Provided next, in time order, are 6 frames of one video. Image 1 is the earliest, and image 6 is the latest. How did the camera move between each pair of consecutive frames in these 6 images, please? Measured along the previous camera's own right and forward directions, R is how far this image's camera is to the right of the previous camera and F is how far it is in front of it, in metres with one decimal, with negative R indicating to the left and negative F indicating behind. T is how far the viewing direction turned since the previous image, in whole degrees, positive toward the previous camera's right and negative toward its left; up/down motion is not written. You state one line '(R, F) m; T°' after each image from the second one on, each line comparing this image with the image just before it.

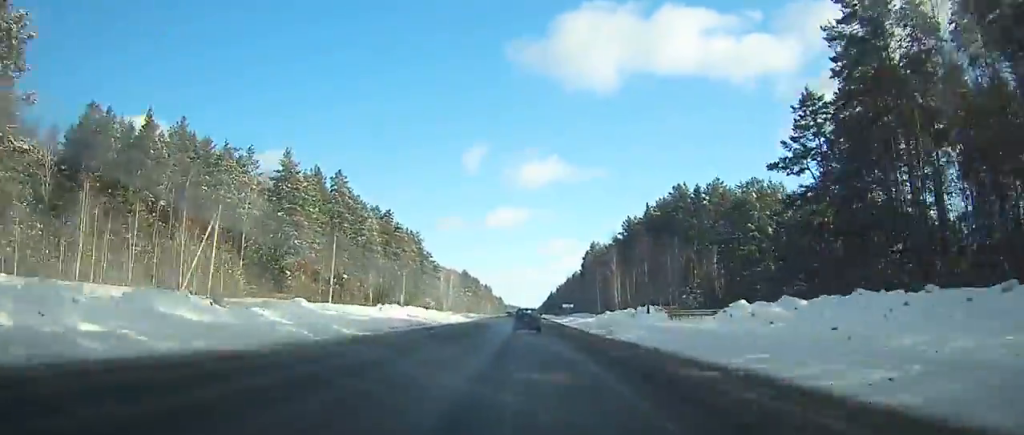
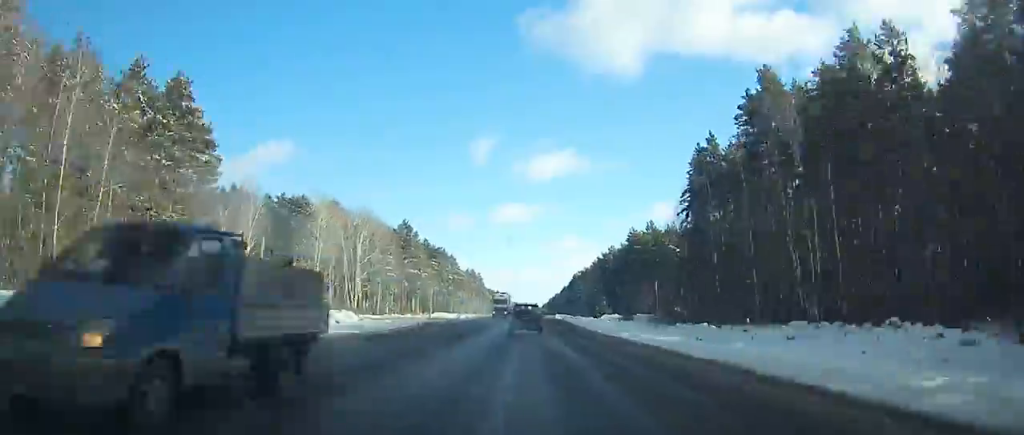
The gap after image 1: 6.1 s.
(-0.3, +163.2) m; 0°
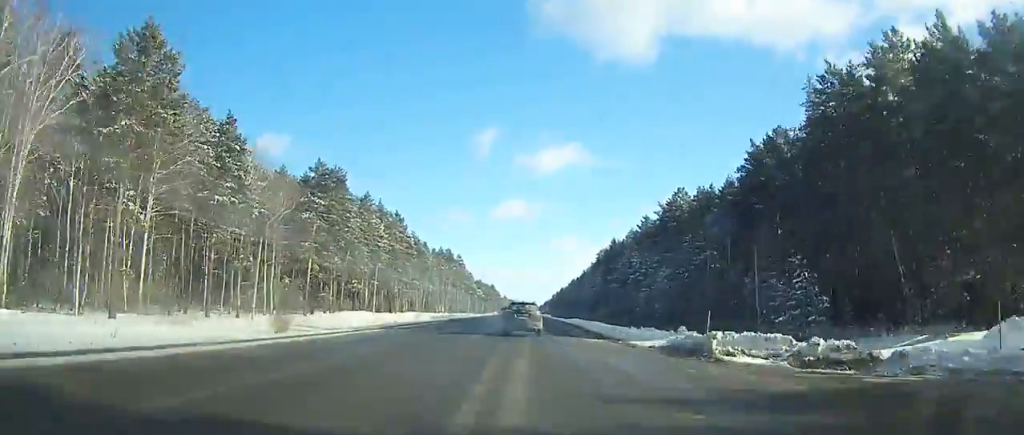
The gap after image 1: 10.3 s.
(+0.1, +109.8) m; 0°
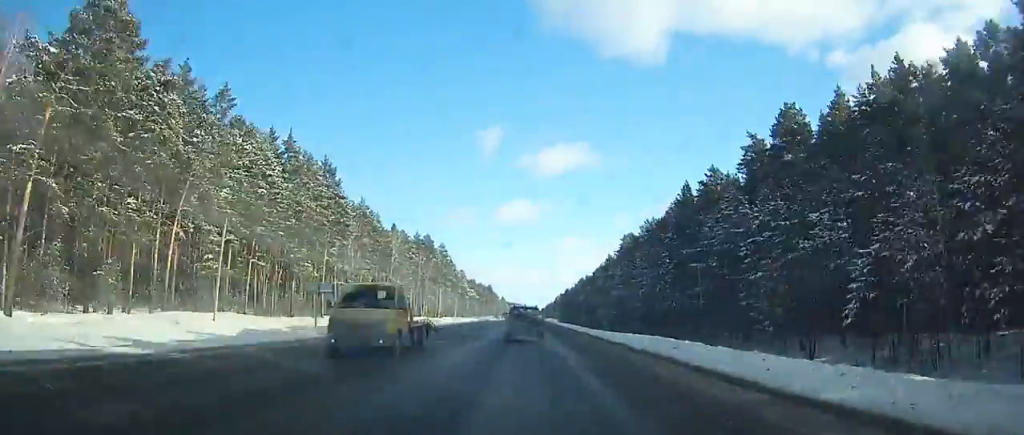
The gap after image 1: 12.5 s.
(0.0, +55.7) m; 0°
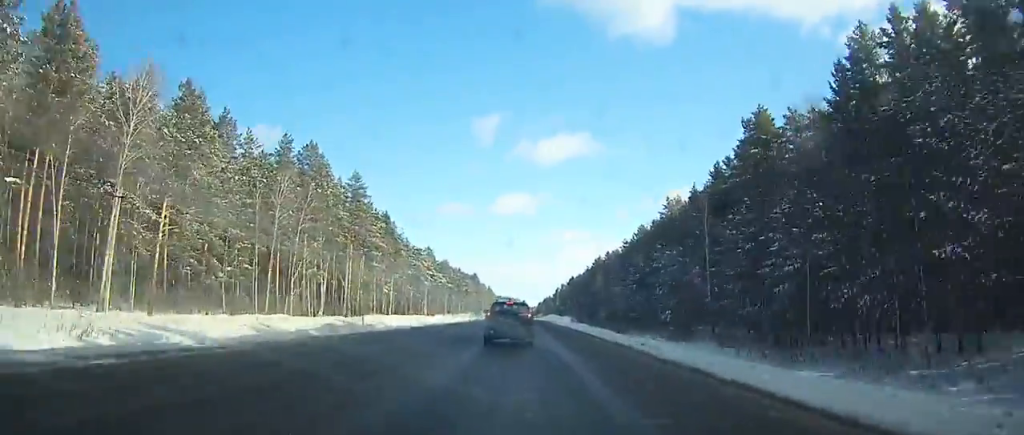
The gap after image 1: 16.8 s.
(+0.1, +102.0) m; 0°
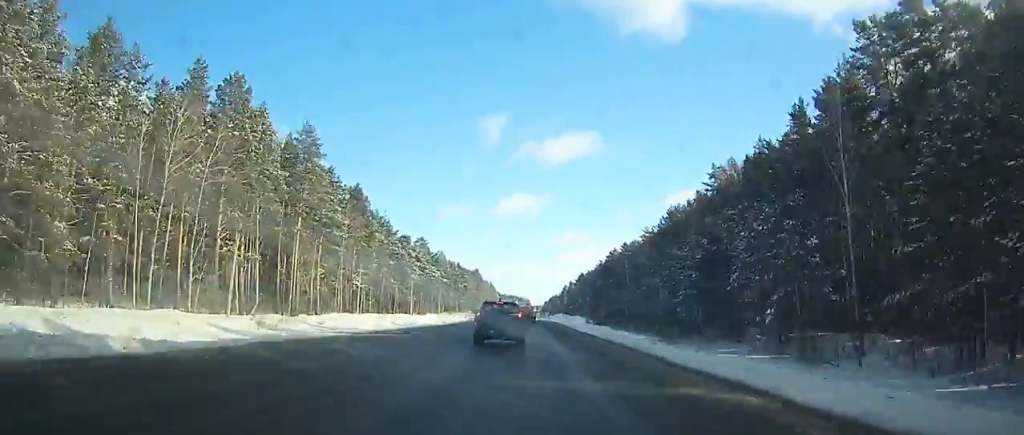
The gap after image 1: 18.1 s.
(0.0, +28.6) m; 0°
